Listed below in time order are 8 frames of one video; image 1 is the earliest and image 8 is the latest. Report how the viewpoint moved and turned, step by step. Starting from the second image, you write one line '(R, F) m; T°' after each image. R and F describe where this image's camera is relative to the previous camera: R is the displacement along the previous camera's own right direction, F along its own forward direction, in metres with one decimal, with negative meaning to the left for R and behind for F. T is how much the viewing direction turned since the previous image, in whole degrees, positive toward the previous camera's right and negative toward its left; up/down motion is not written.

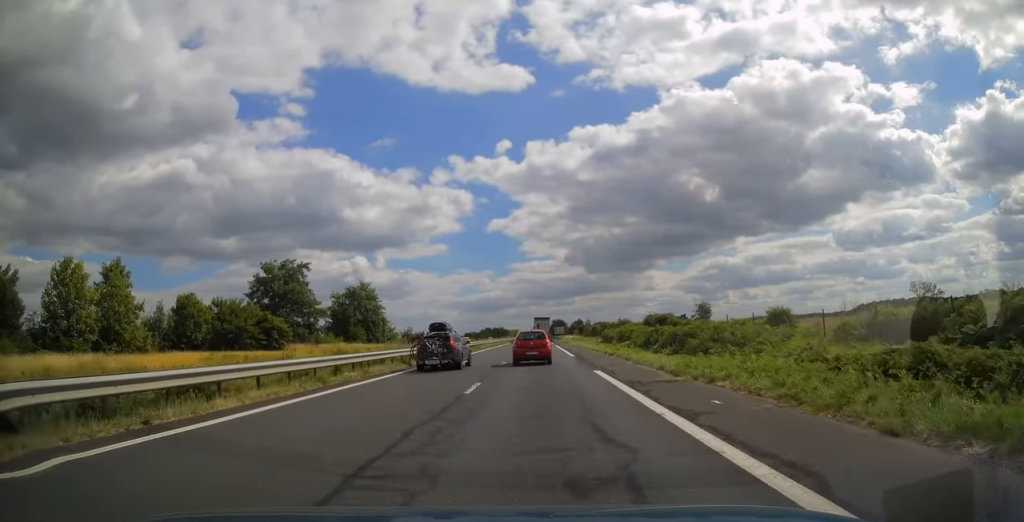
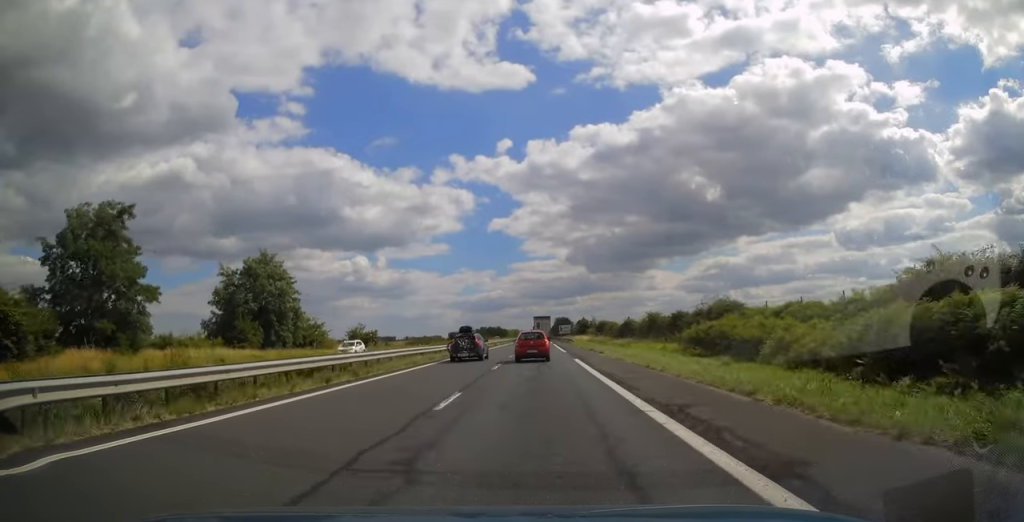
(-0.2, +41.9) m; 0°
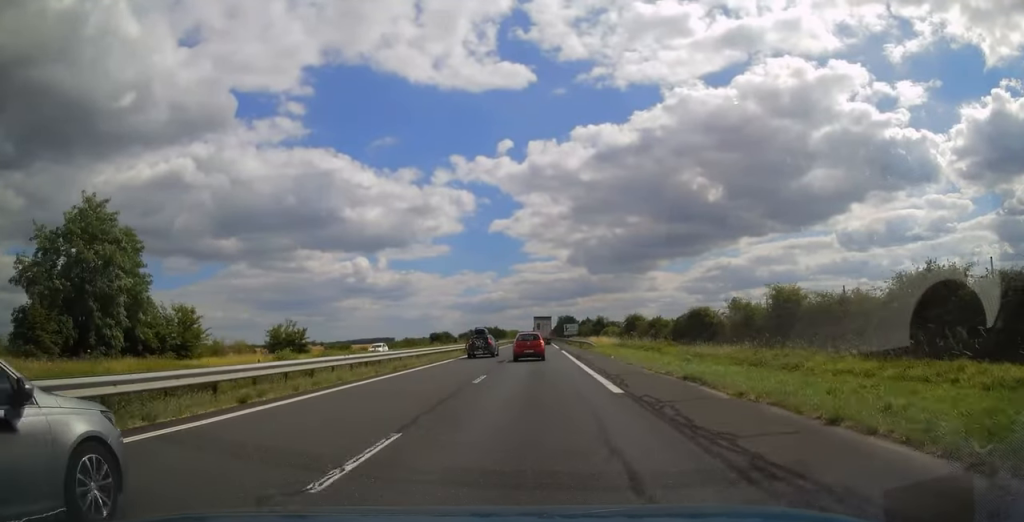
(0.0, +32.0) m; 0°
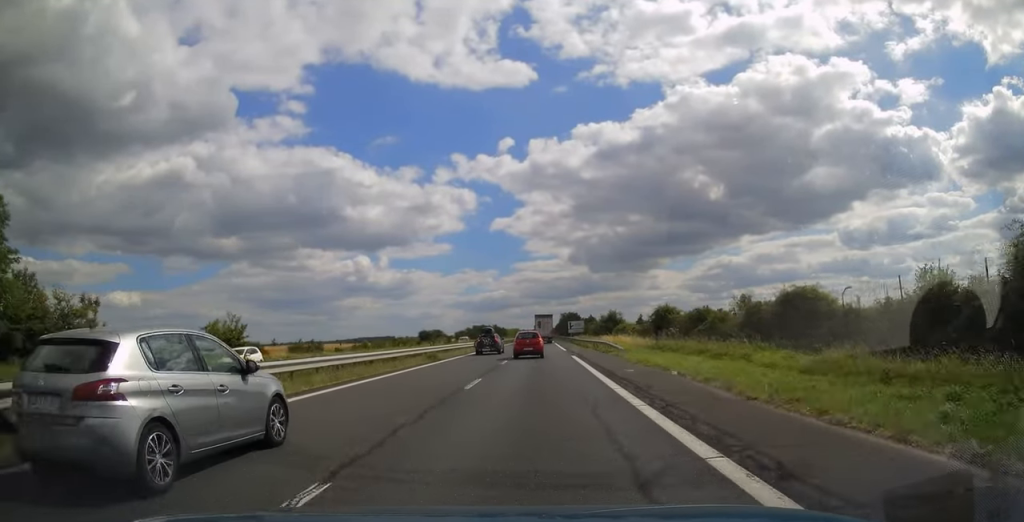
(+0.1, +15.8) m; 0°
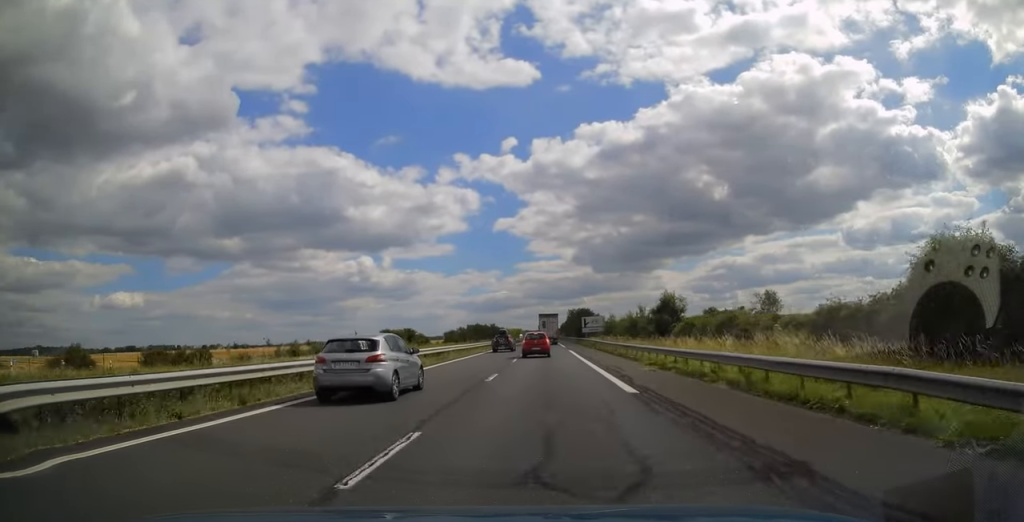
(-0.3, +36.2) m; 0°
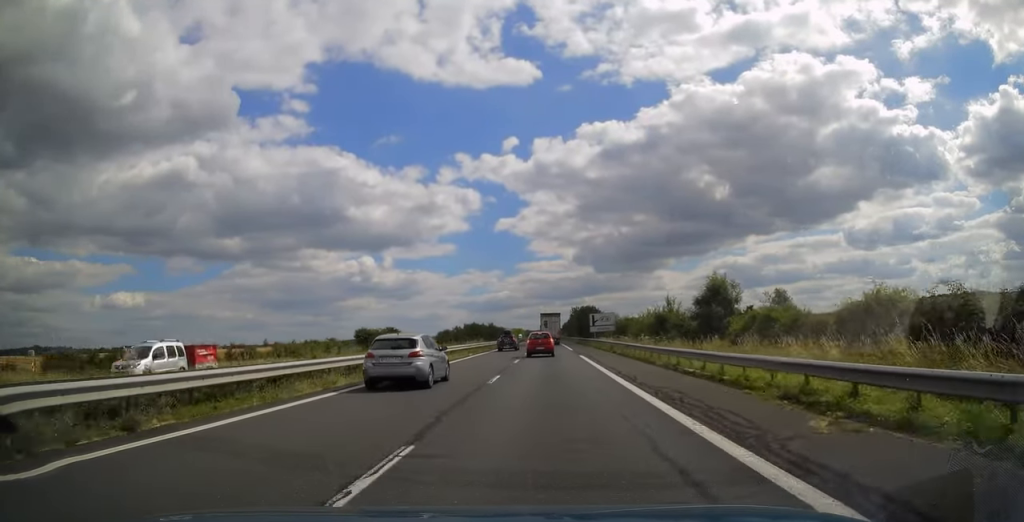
(0.0, +14.0) m; 0°
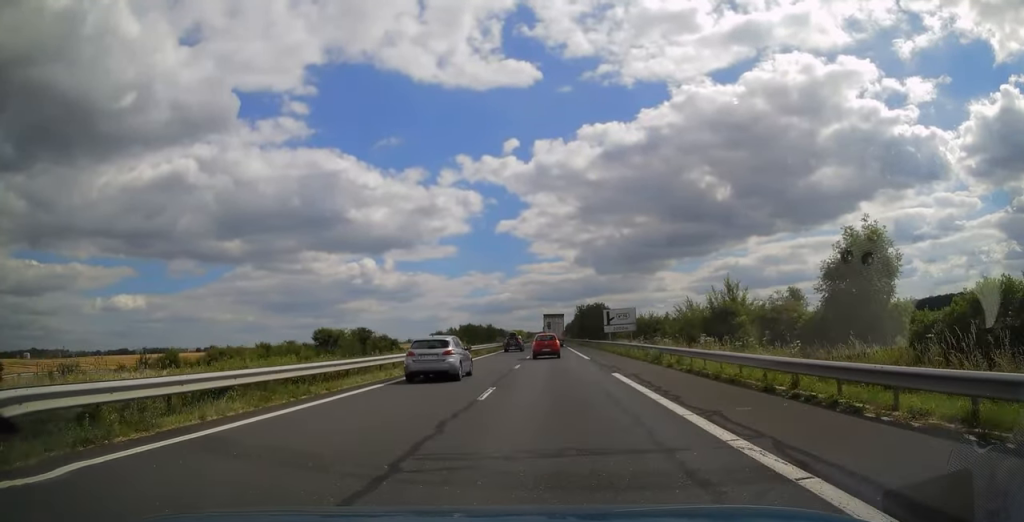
(0.0, +17.1) m; 0°
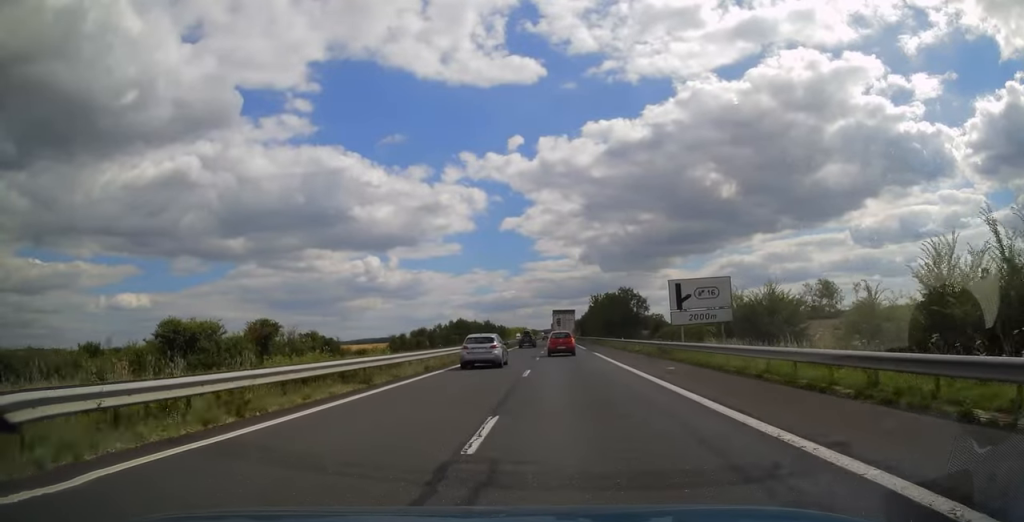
(-0.1, +32.4) m; 0°
